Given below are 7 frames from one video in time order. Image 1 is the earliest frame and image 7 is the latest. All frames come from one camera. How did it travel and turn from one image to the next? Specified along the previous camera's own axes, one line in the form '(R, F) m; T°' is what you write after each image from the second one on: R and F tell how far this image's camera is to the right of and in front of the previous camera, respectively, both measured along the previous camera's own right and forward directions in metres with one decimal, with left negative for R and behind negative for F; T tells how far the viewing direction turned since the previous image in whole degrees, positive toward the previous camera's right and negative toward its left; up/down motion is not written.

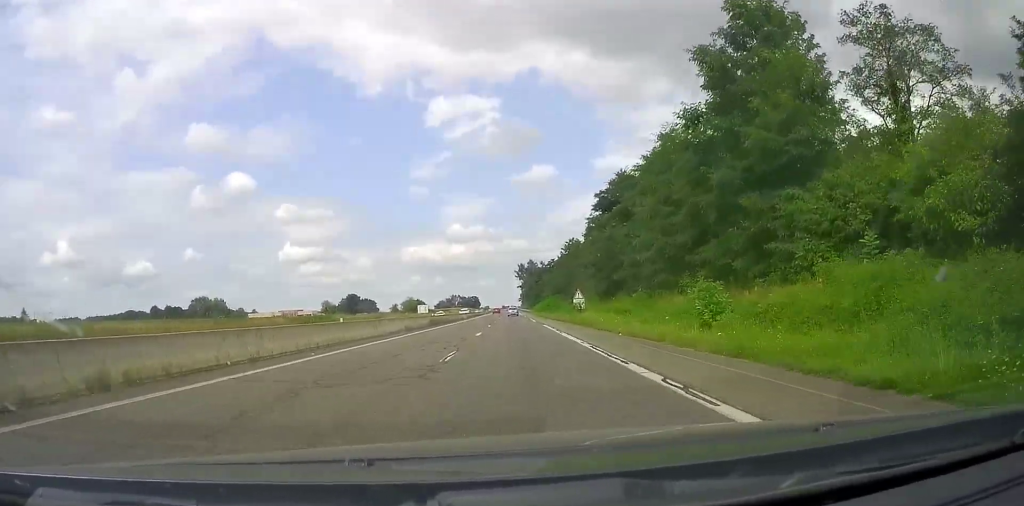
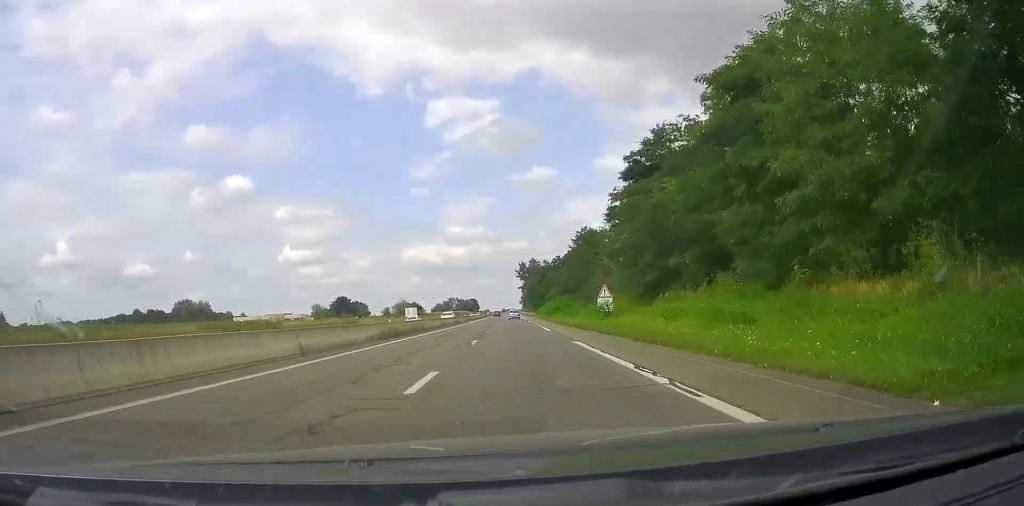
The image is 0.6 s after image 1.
(0.0, +18.0) m; 0°
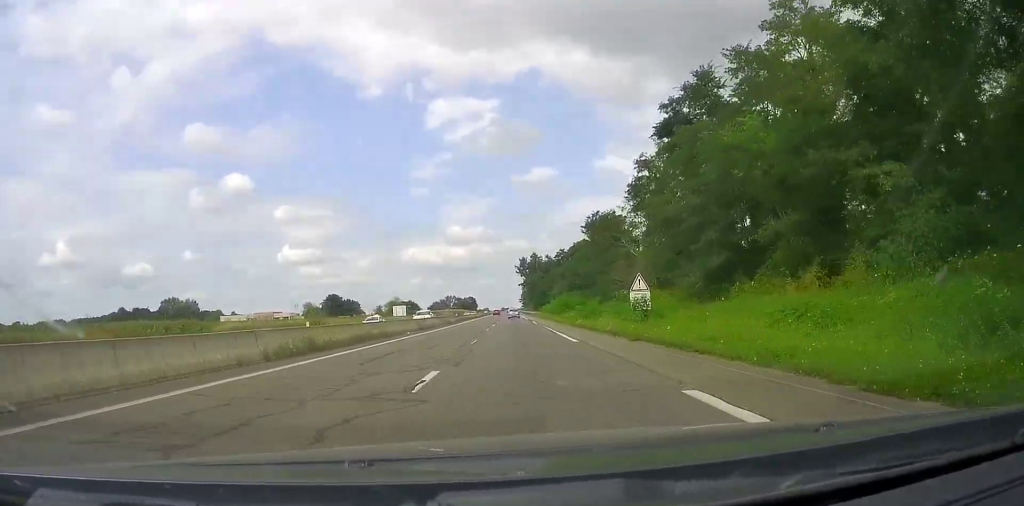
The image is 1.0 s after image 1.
(0.0, +13.1) m; 0°
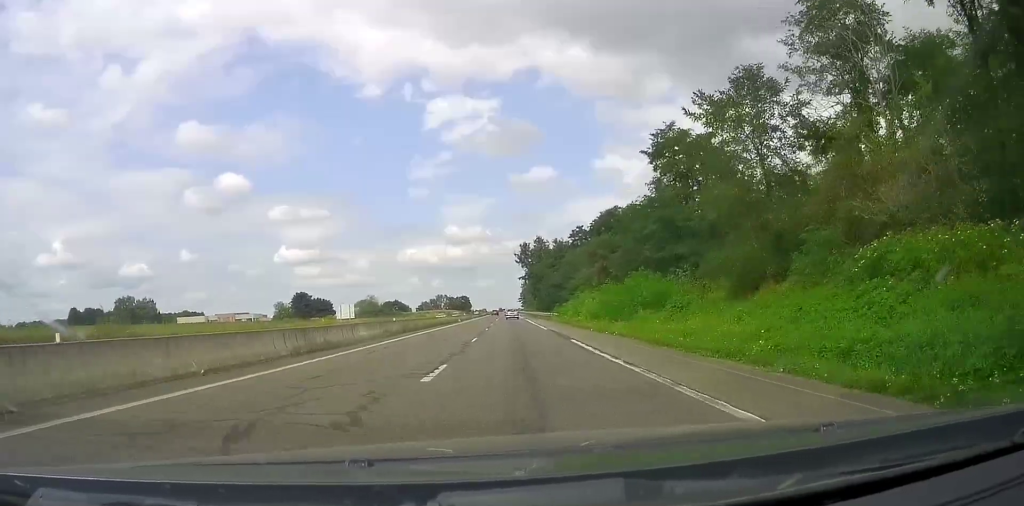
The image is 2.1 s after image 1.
(0.0, +38.1) m; 0°
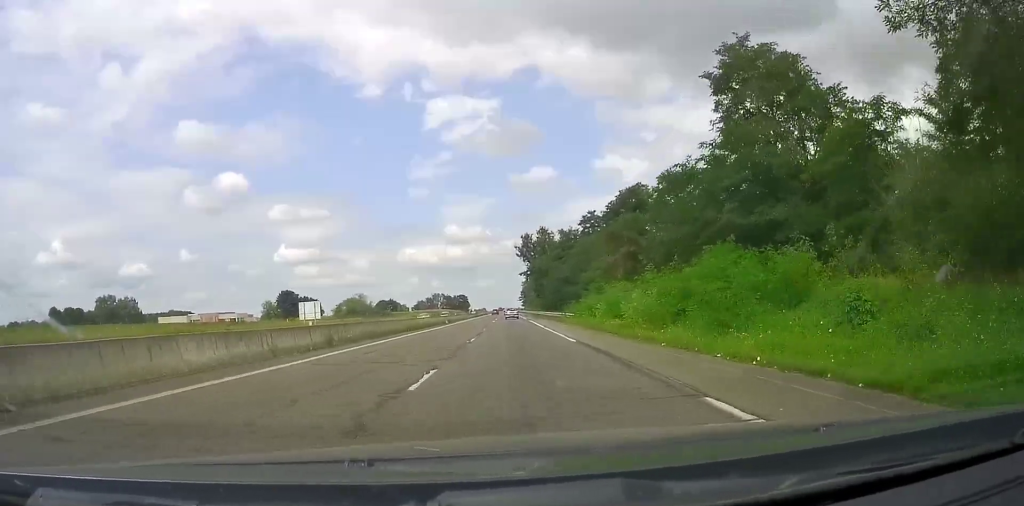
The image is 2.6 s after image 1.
(0.0, +14.4) m; 0°
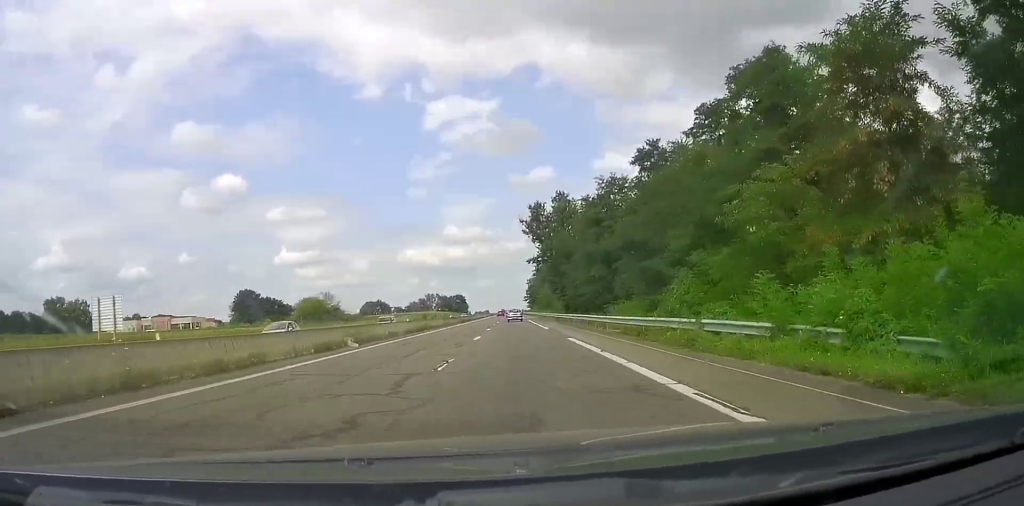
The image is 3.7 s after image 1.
(0.0, +35.6) m; 0°
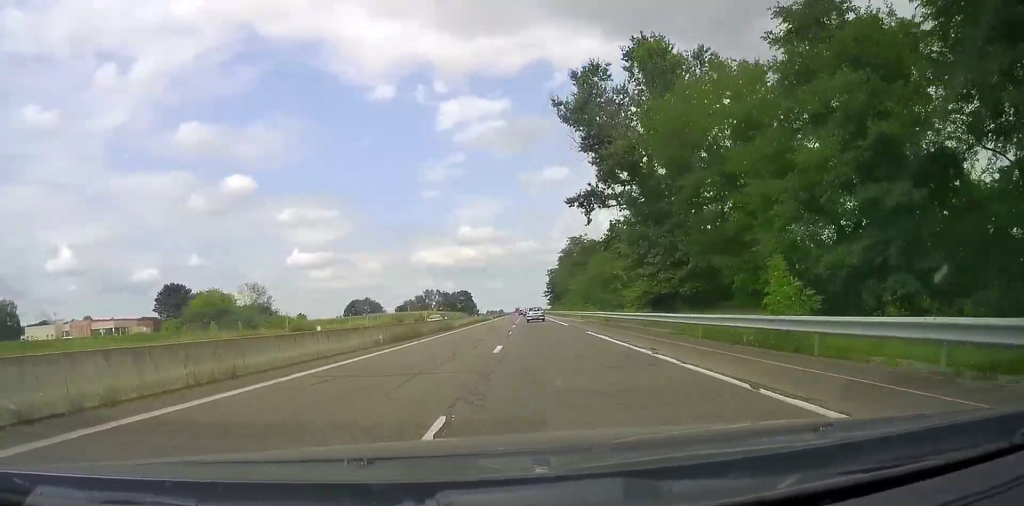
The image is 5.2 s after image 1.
(-0.4, +45.2) m; 0°
